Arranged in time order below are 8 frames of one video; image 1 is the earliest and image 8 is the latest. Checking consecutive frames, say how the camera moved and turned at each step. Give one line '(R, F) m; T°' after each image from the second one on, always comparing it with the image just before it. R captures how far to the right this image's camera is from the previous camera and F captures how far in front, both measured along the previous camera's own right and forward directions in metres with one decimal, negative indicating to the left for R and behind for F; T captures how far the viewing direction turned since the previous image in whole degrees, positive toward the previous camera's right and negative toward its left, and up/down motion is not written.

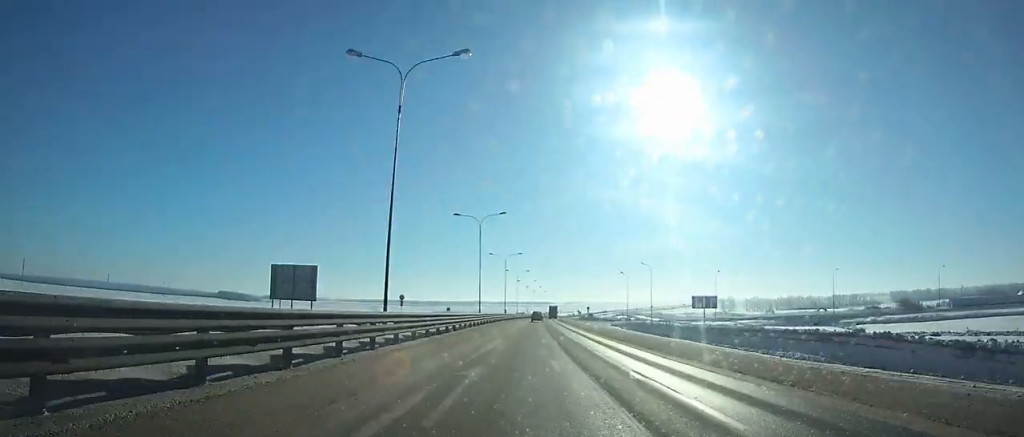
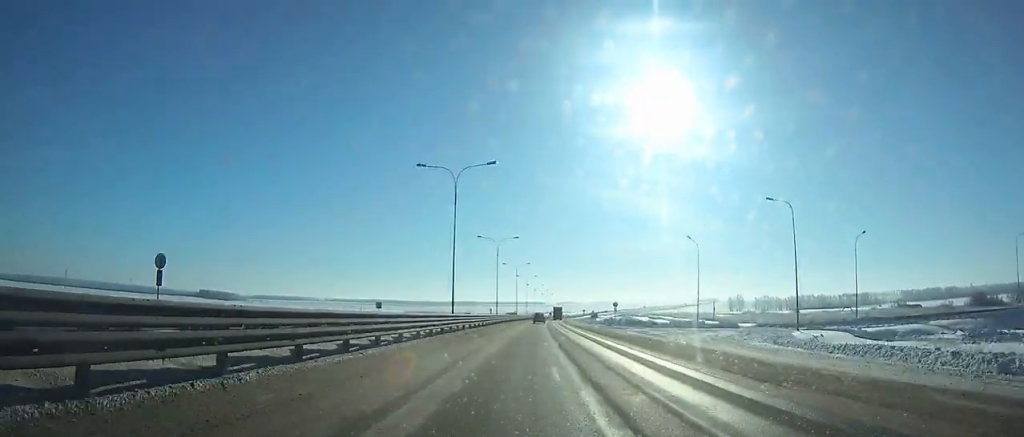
(+0.6, +61.6) m; +1°
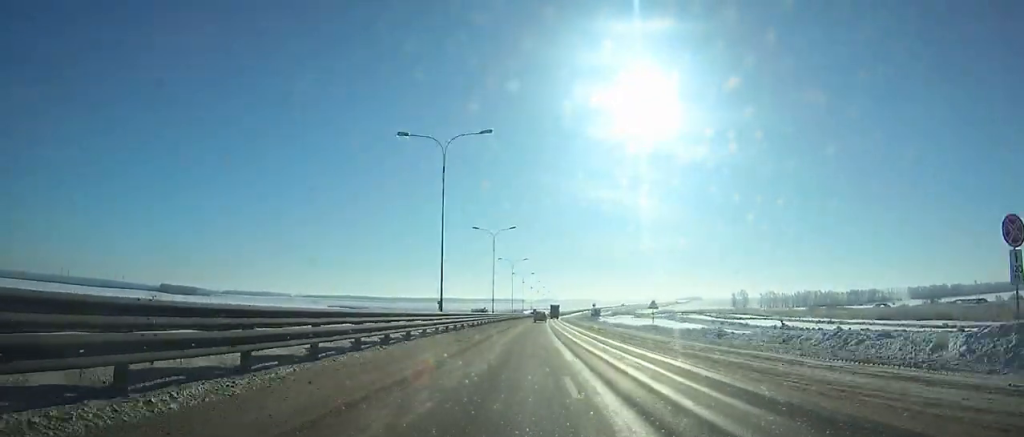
(+1.3, +85.8) m; +2°
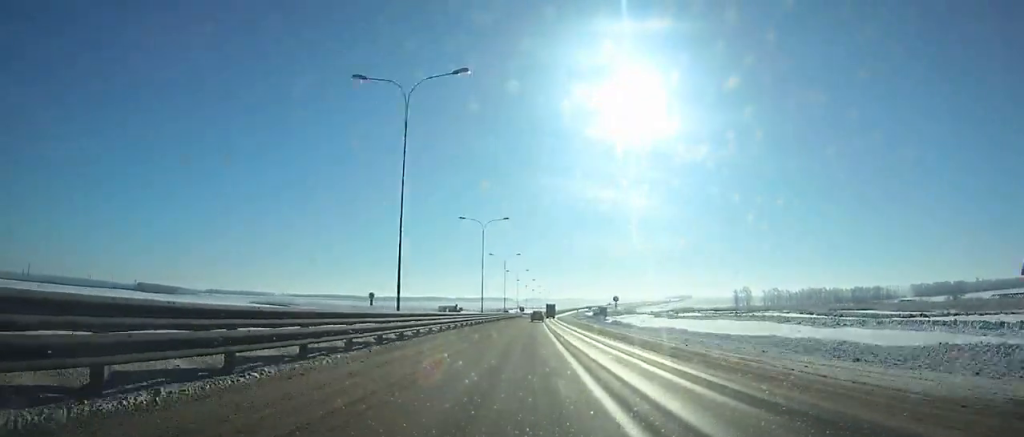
(+0.1, +48.4) m; +1°
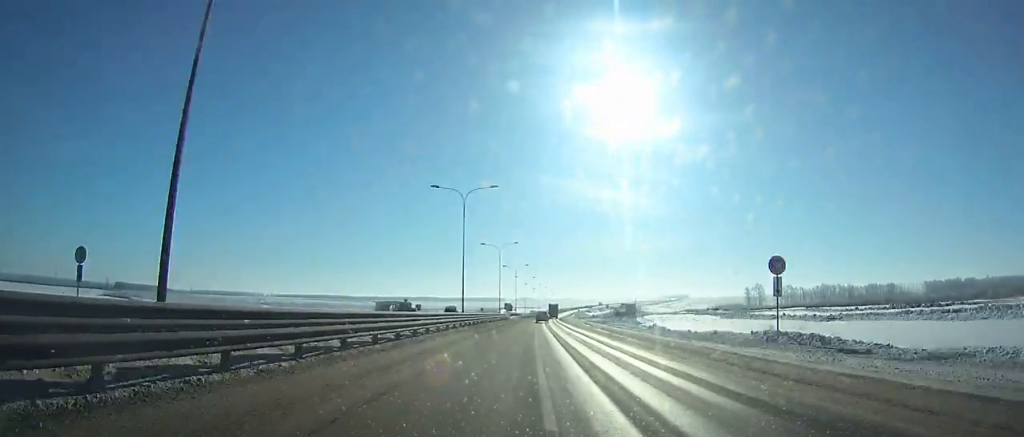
(+0.9, +56.3) m; +1°
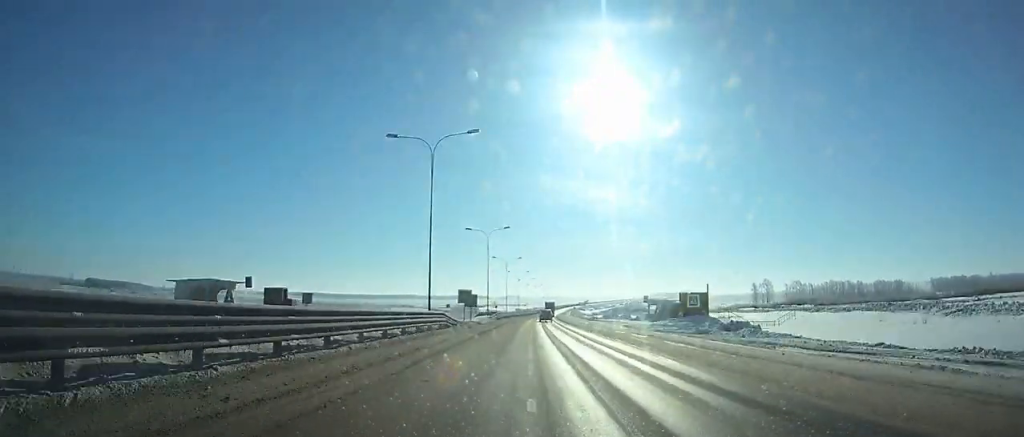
(+0.5, +53.4) m; +1°
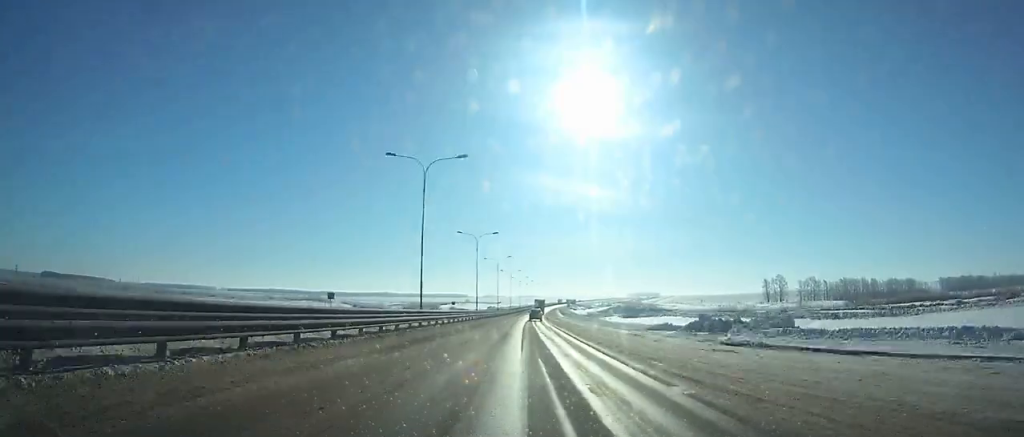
(+0.9, +74.3) m; +2°
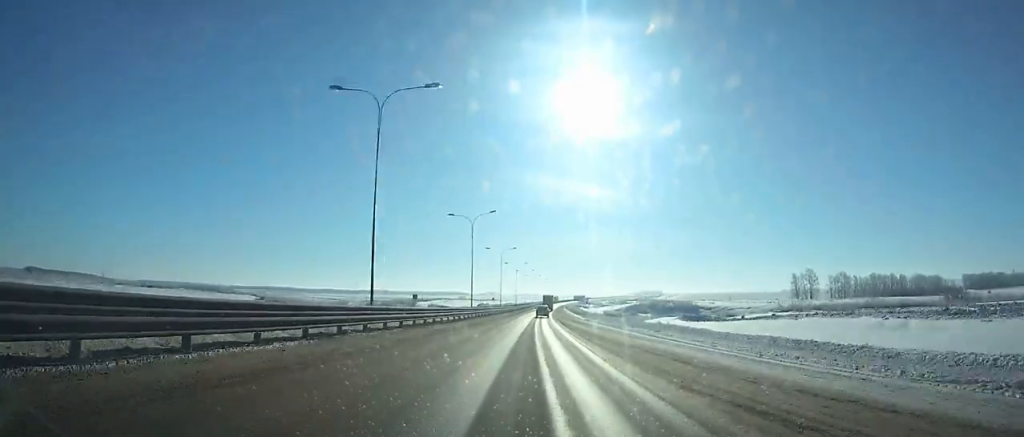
(+0.7, +52.6) m; +1°
